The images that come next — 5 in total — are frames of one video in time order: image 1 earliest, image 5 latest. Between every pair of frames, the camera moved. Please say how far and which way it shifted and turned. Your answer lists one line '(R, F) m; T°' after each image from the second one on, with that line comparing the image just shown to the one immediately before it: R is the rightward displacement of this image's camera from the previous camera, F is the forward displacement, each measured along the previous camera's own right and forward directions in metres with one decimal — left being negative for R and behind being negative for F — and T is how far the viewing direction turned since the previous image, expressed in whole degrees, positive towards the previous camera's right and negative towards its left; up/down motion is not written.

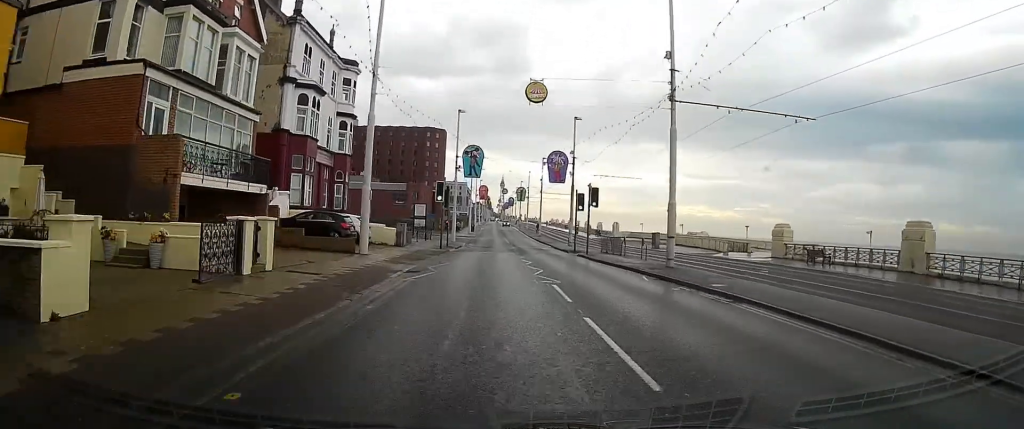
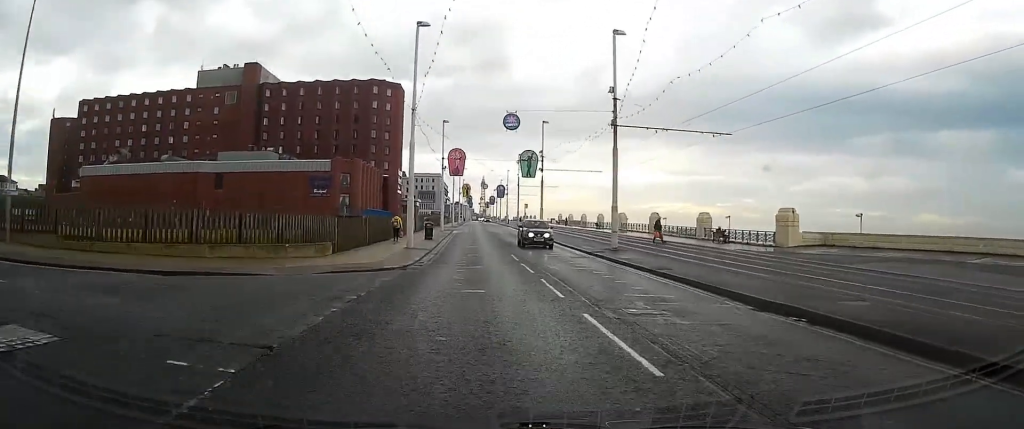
(-0.1, +61.0) m; +1°
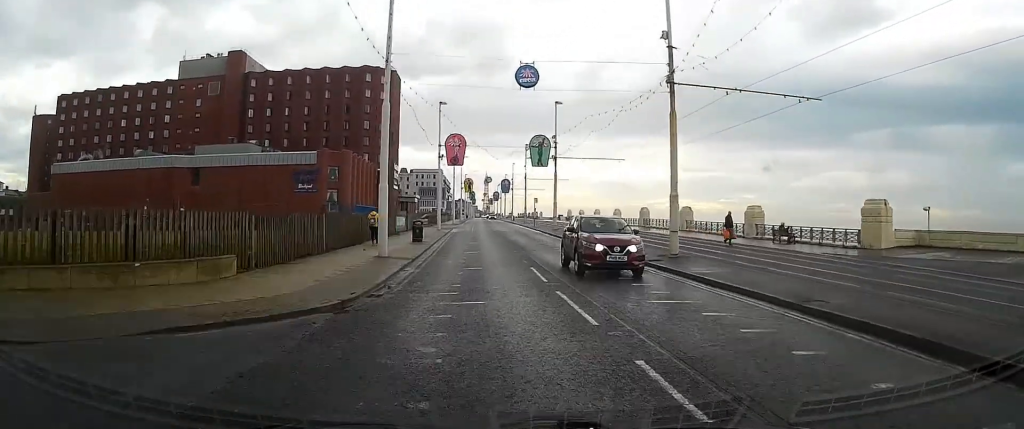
(+0.1, +9.7) m; 0°
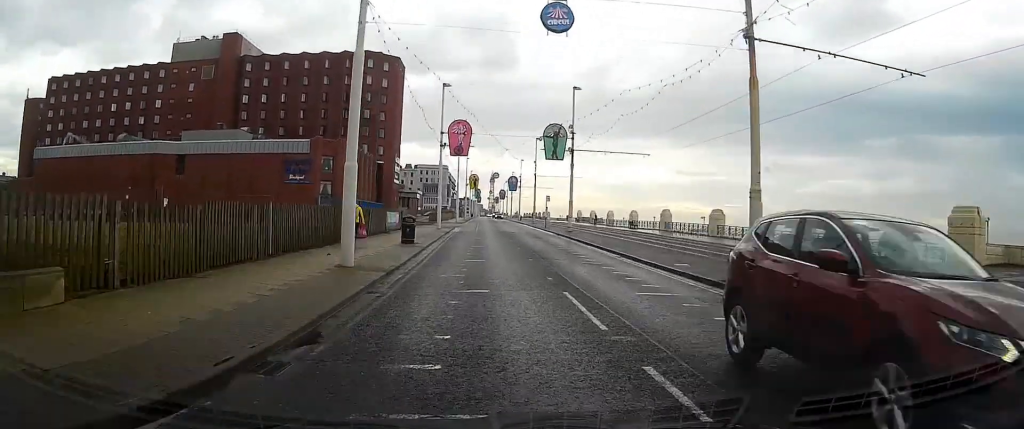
(0.0, +6.6) m; 0°
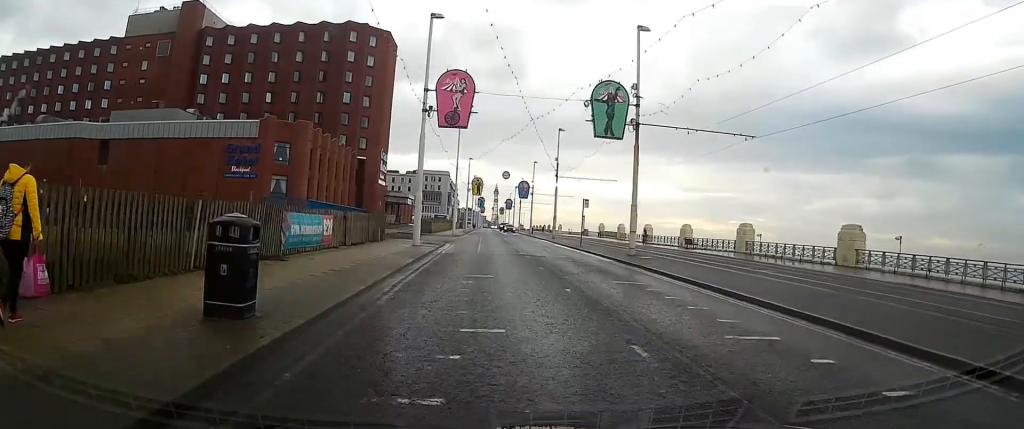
(0.0, +20.1) m; 0°
